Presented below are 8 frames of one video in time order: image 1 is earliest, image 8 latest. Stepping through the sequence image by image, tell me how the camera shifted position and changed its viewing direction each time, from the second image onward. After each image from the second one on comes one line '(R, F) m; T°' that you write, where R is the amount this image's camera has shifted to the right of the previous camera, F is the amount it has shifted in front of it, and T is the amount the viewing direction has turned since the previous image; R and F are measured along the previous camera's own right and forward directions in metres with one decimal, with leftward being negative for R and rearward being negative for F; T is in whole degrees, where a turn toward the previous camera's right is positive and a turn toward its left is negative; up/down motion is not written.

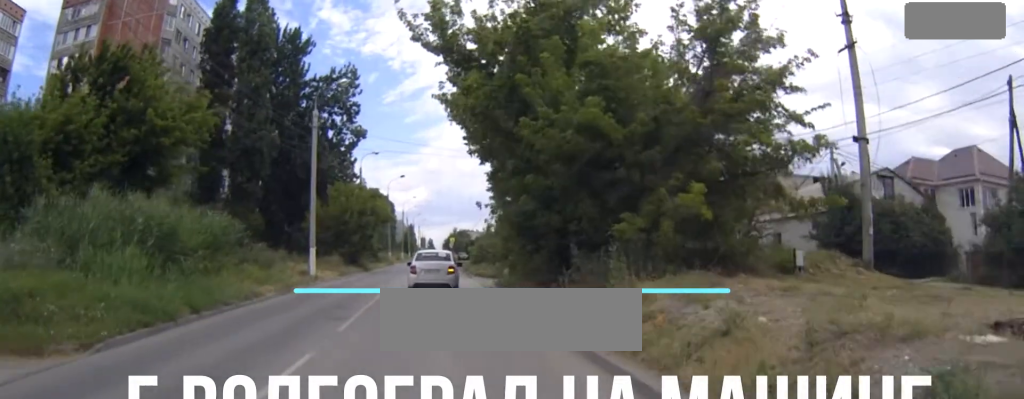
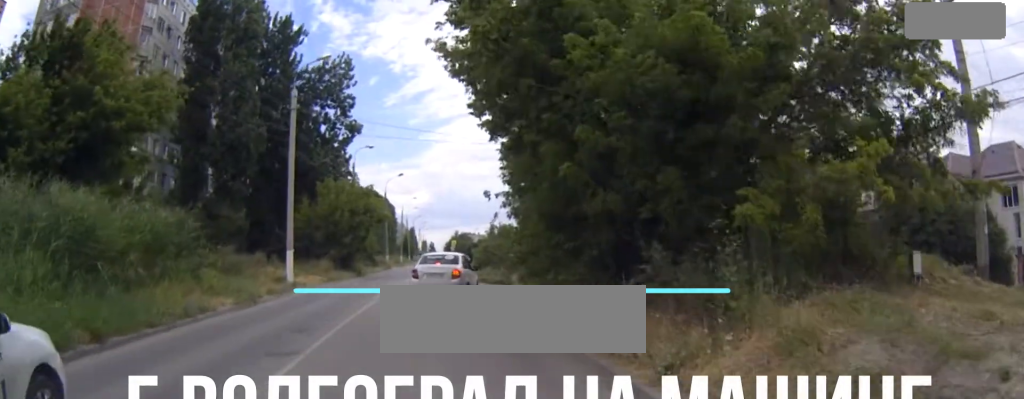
(0.0, +5.6) m; 0°
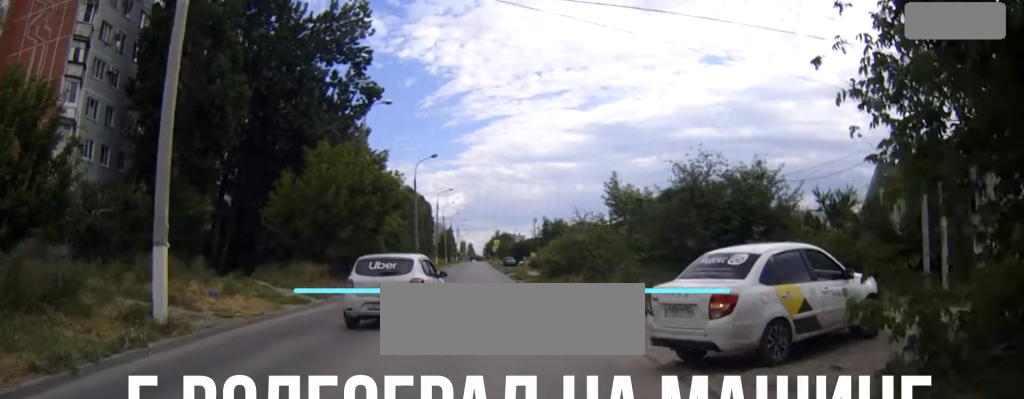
(-0.5, +17.5) m; -3°
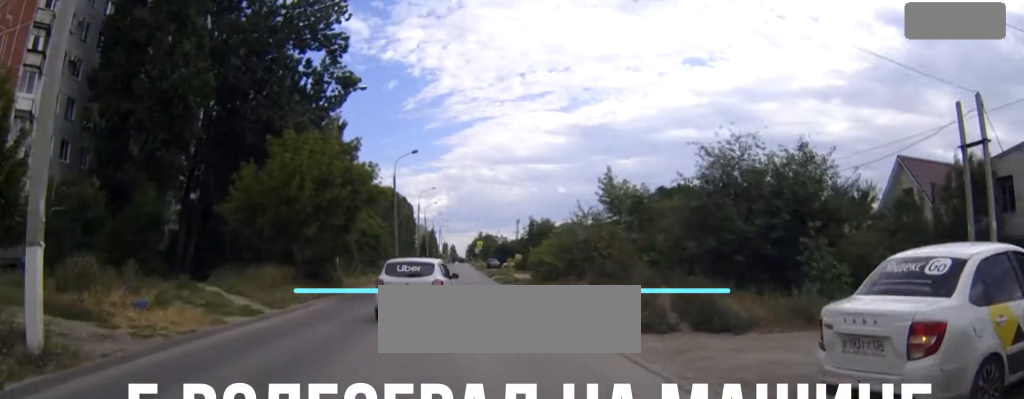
(0.0, +3.9) m; 0°
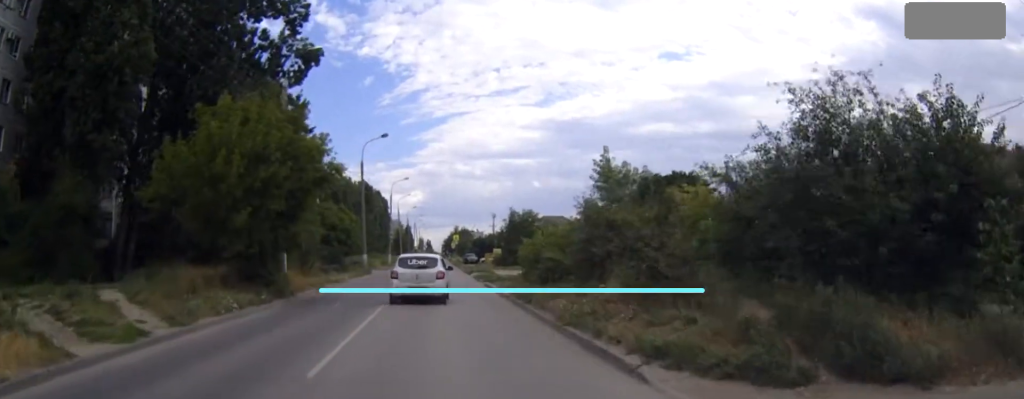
(+0.1, +6.3) m; +2°
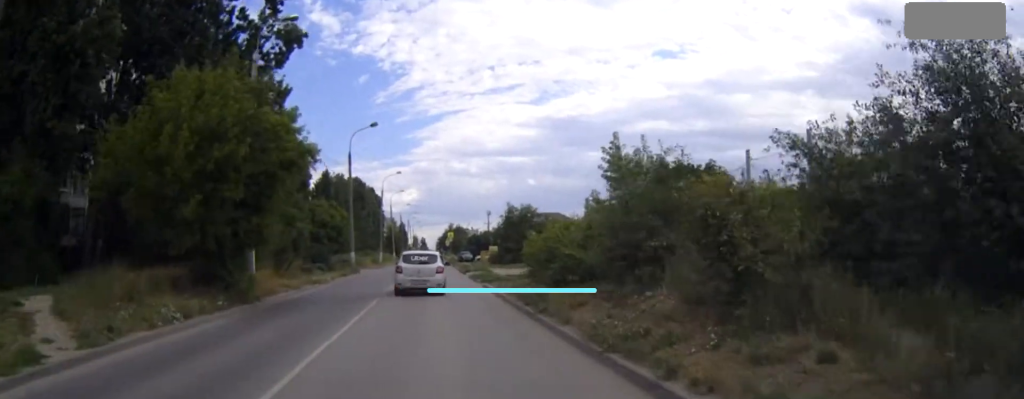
(+0.1, +4.1) m; 0°
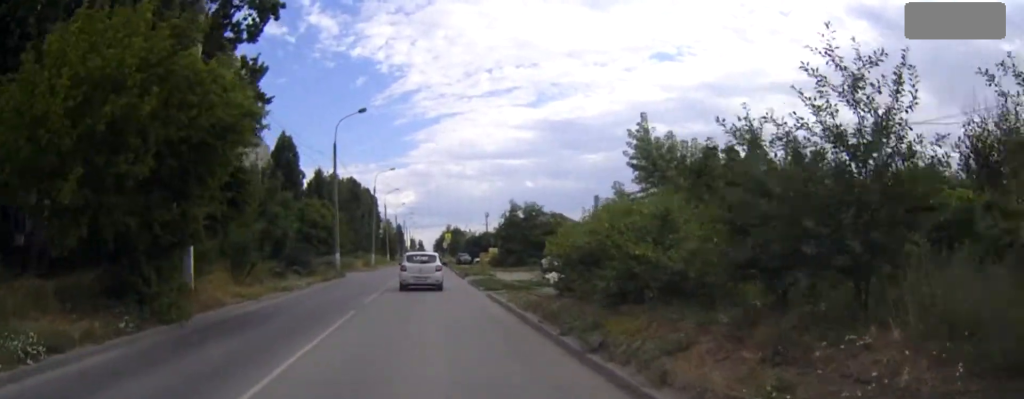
(0.0, +6.1) m; 0°
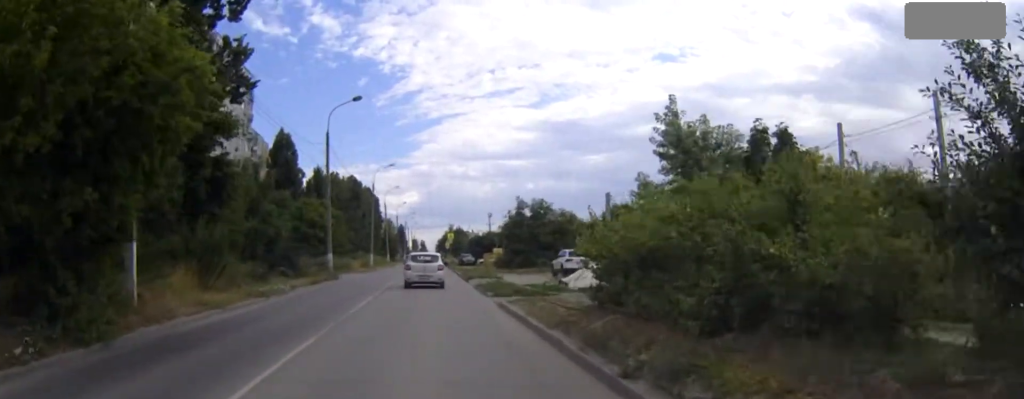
(0.0, +4.0) m; 0°
